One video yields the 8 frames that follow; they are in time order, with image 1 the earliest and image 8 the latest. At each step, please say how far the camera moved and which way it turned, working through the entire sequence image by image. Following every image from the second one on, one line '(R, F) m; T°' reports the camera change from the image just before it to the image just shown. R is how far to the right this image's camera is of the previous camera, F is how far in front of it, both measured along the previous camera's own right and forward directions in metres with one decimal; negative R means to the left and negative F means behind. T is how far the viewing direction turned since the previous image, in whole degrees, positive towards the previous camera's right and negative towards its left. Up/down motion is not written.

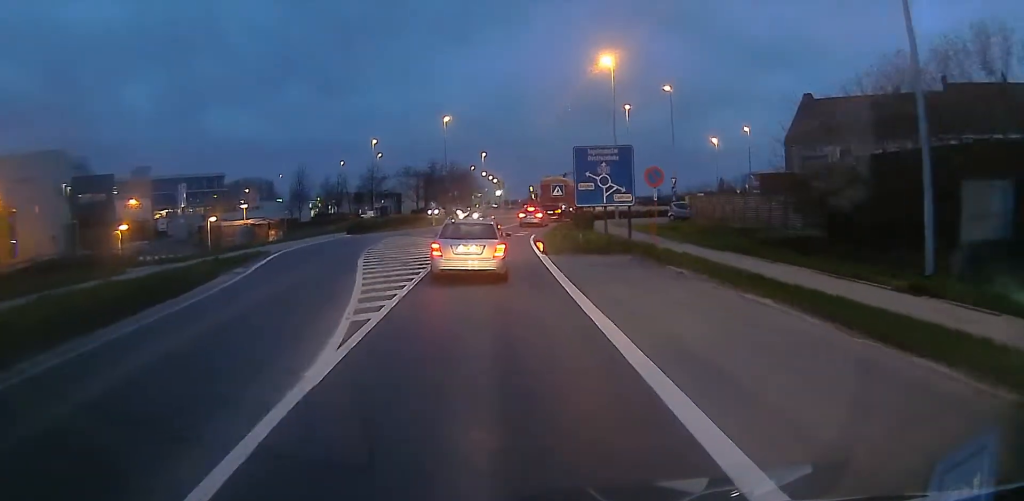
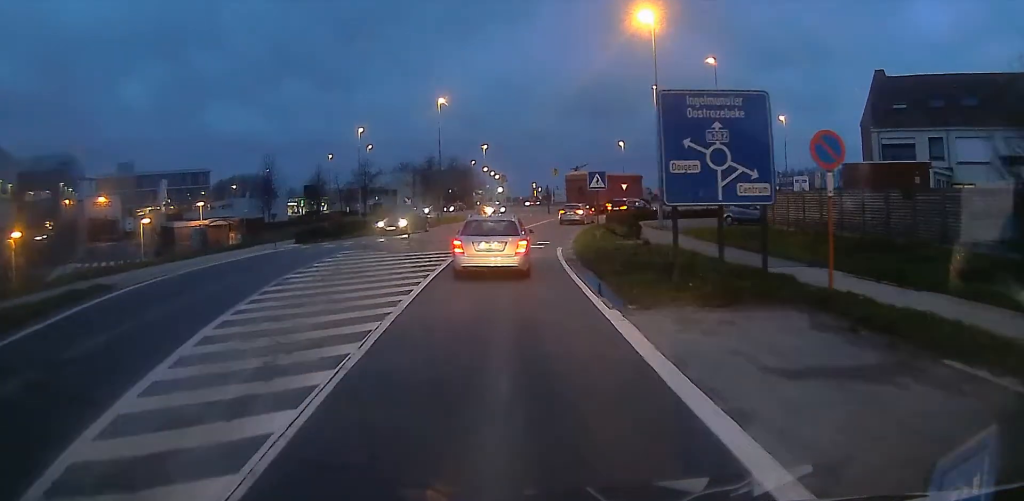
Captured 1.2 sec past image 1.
(+0.3, +12.7) m; +2°
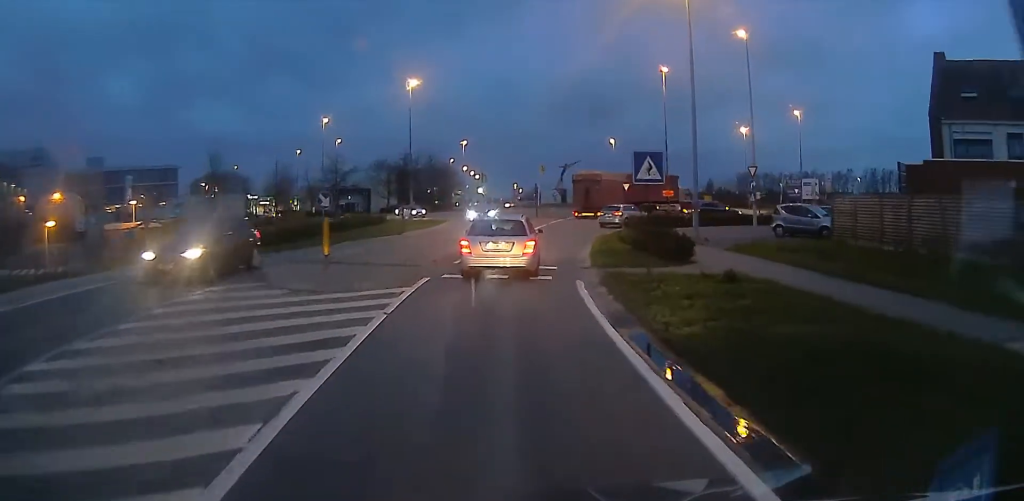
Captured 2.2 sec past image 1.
(0.0, +10.1) m; 0°
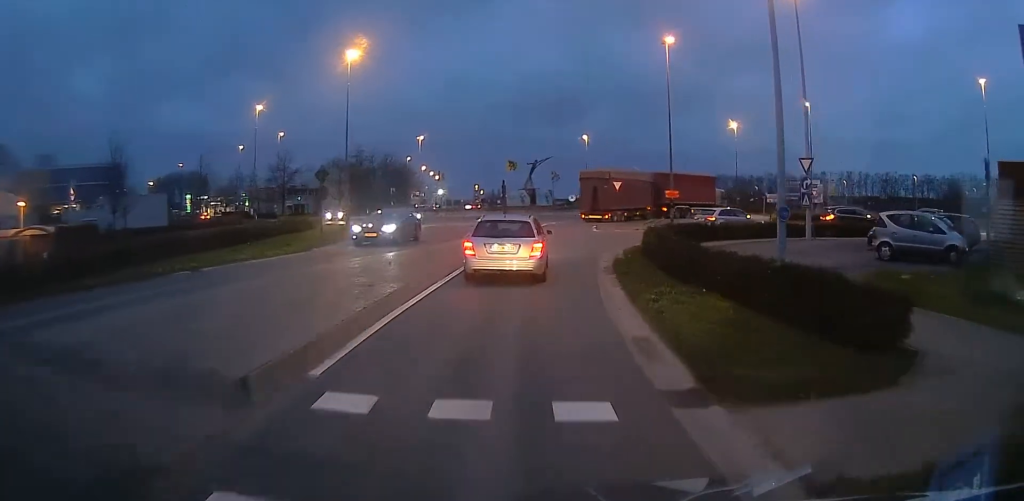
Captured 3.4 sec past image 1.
(0.0, +11.6) m; 0°
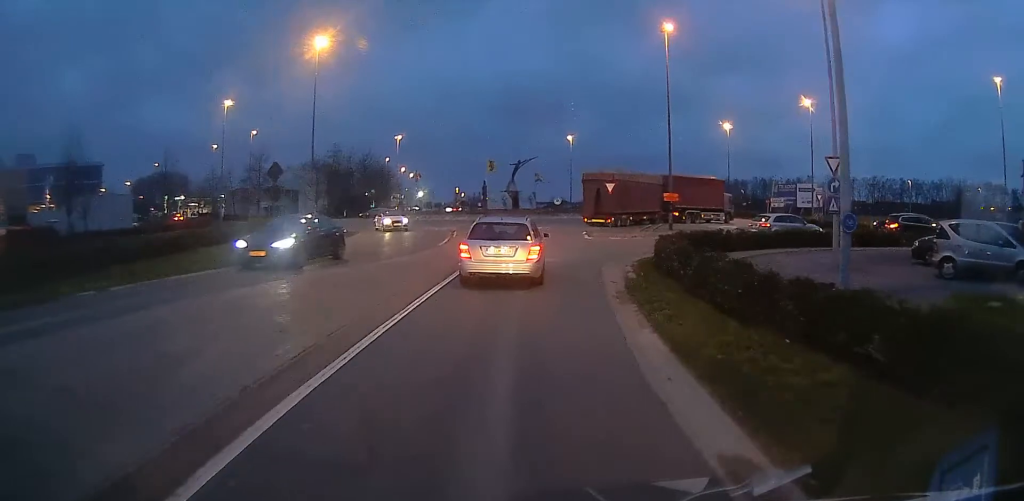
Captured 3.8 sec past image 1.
(0.0, +4.0) m; 0°
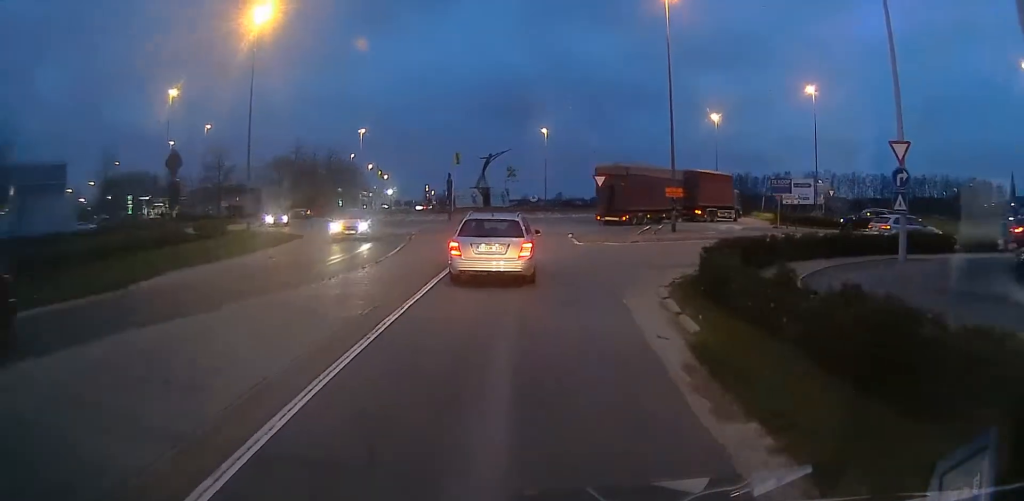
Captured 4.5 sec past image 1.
(0.0, +6.4) m; 0°
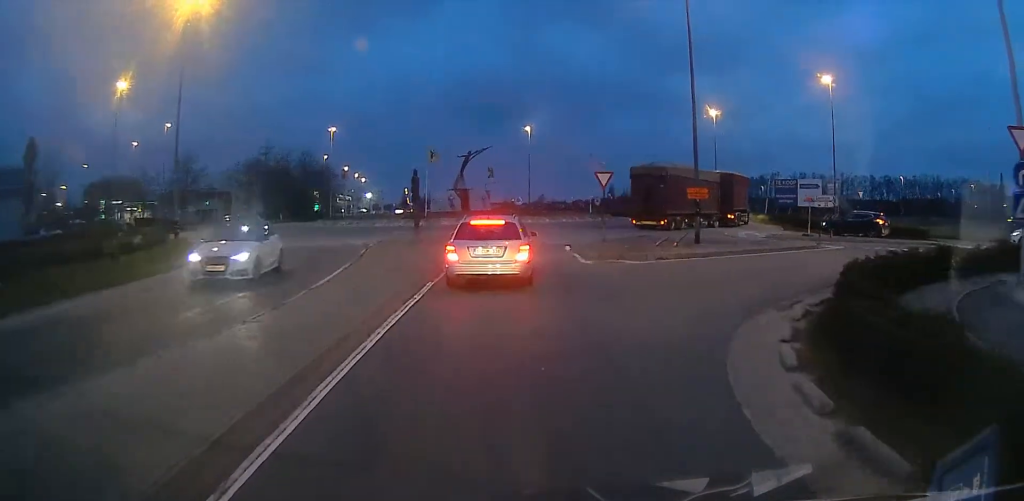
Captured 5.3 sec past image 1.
(0.0, +6.7) m; 0°
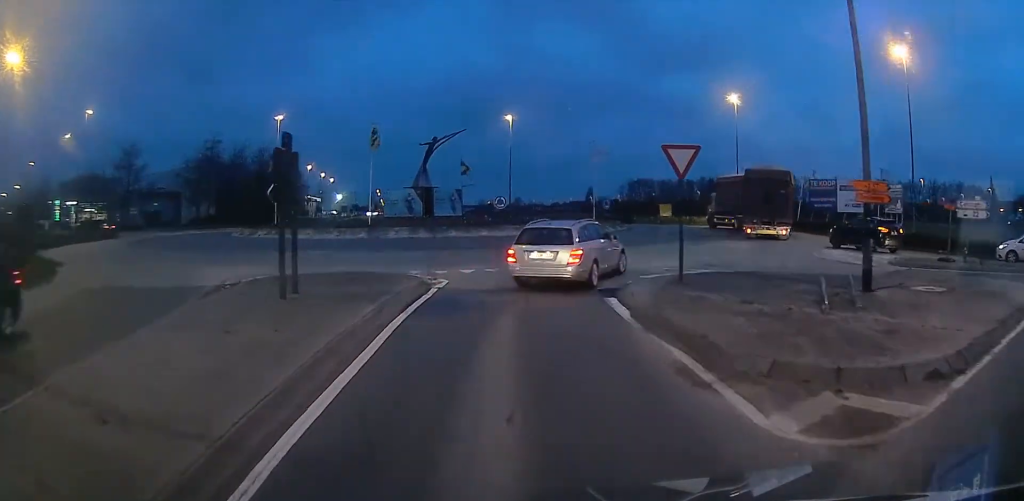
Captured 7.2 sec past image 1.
(+0.7, +15.6) m; +8°
